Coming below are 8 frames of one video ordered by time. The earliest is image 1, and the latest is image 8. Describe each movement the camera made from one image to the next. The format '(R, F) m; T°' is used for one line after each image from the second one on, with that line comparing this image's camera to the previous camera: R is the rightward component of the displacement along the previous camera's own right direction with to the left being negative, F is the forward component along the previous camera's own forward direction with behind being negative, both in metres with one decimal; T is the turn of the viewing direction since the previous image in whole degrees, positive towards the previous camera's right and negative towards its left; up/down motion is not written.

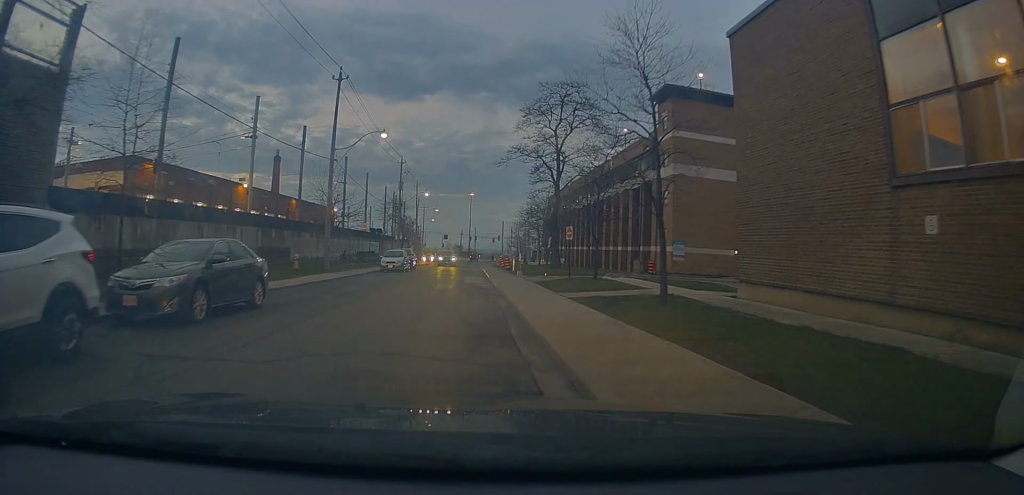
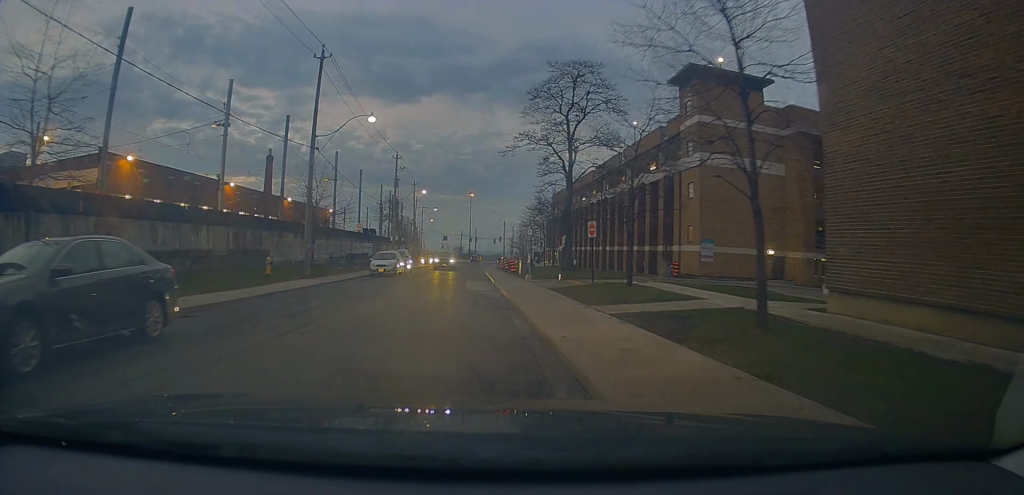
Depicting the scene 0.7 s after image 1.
(0.0, +4.7) m; +1°
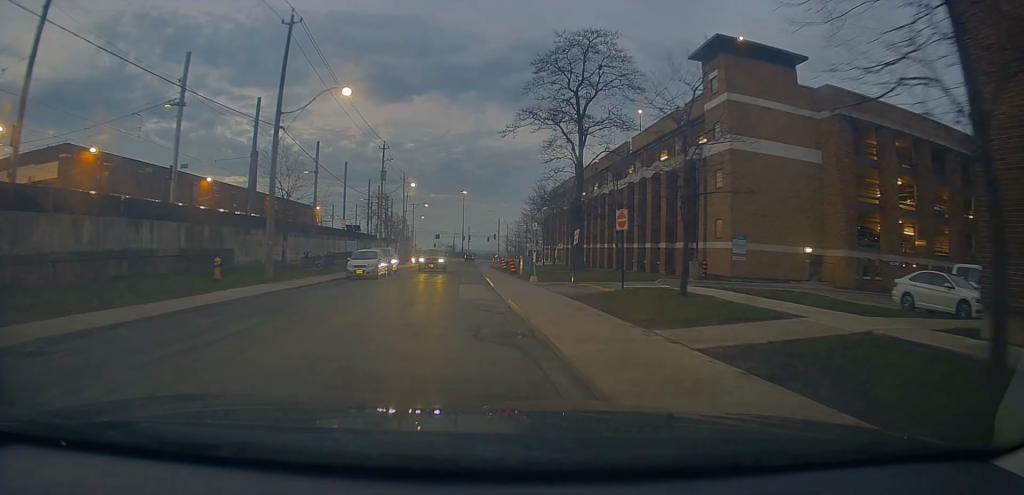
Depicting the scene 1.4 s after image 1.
(+0.3, +4.9) m; -2°
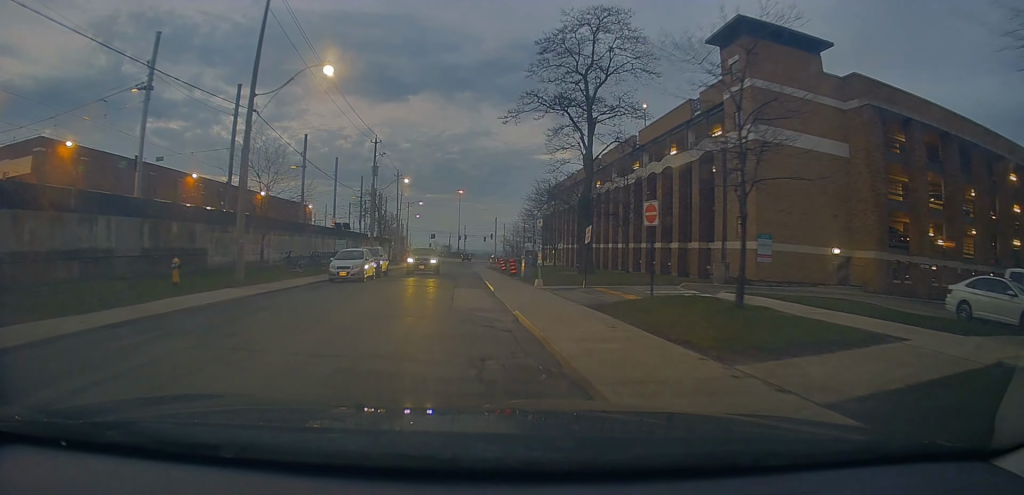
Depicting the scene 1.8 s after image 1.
(-0.2, +3.0) m; -1°
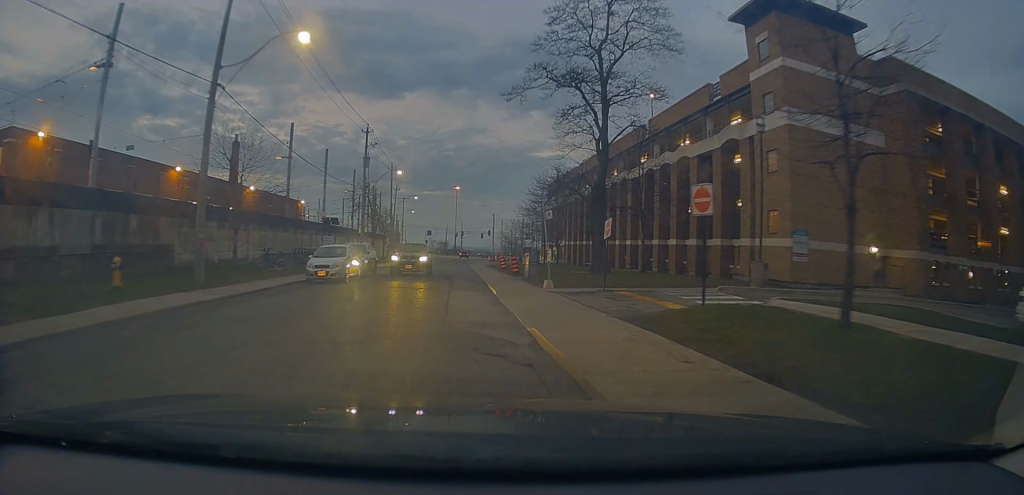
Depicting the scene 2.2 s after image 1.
(-0.3, +3.3) m; -1°
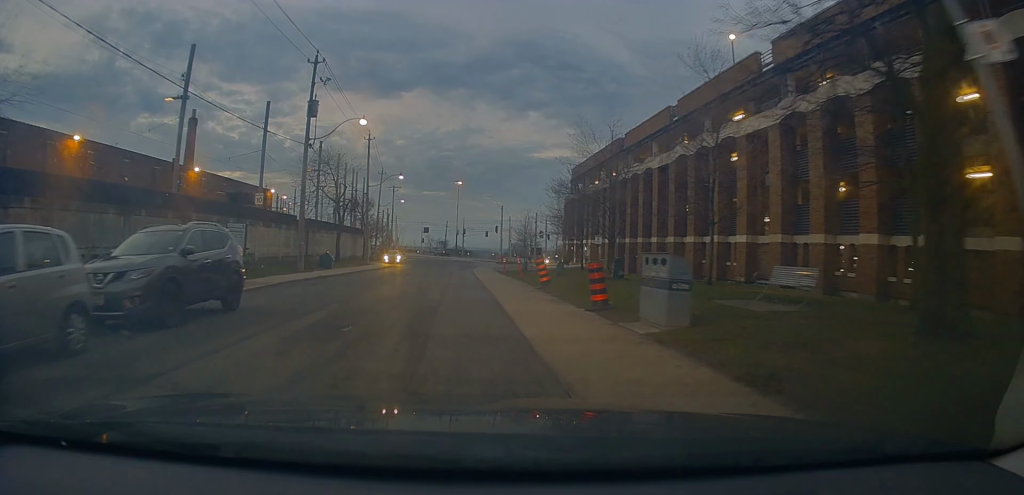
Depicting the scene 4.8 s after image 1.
(+1.7, +19.3) m; +7°
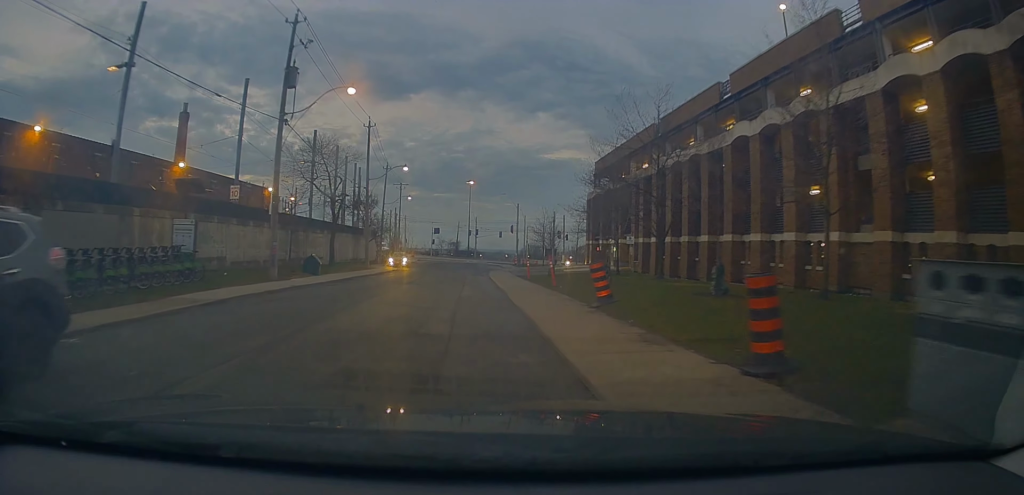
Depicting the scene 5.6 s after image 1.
(+0.1, +6.3) m; -3°
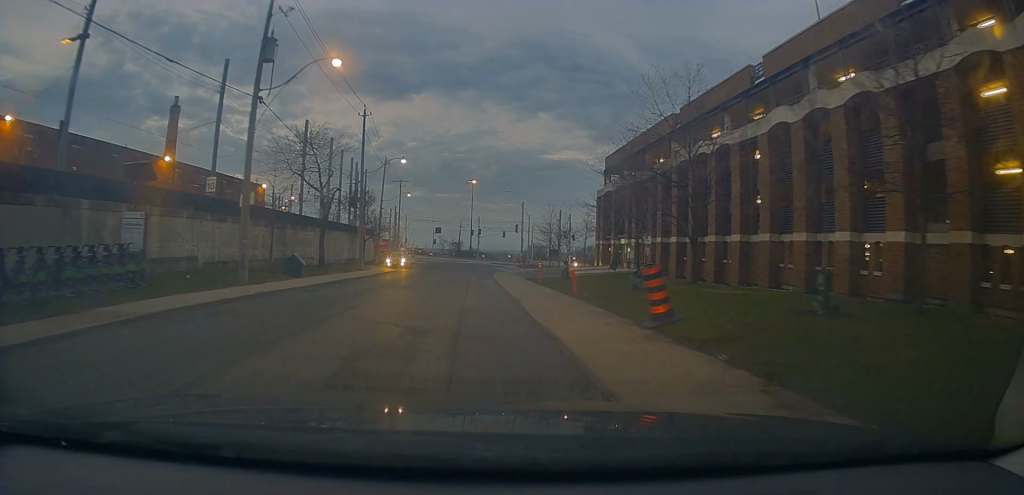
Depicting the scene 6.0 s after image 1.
(-0.3, +3.6) m; -1°
